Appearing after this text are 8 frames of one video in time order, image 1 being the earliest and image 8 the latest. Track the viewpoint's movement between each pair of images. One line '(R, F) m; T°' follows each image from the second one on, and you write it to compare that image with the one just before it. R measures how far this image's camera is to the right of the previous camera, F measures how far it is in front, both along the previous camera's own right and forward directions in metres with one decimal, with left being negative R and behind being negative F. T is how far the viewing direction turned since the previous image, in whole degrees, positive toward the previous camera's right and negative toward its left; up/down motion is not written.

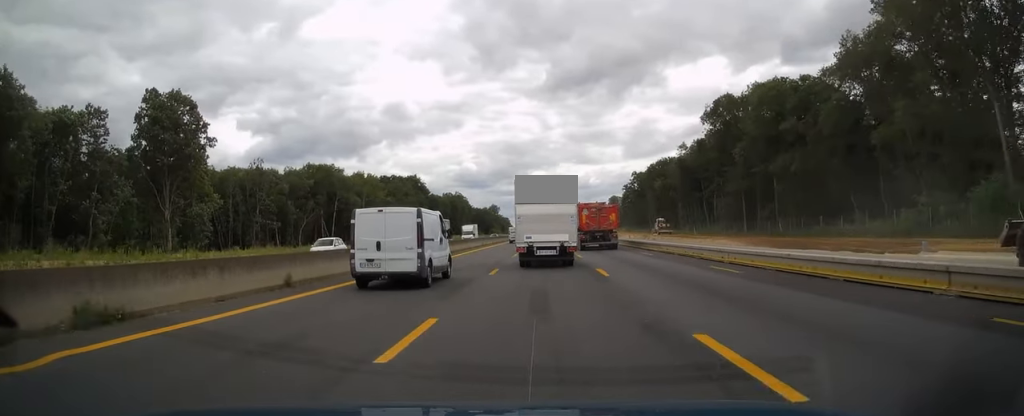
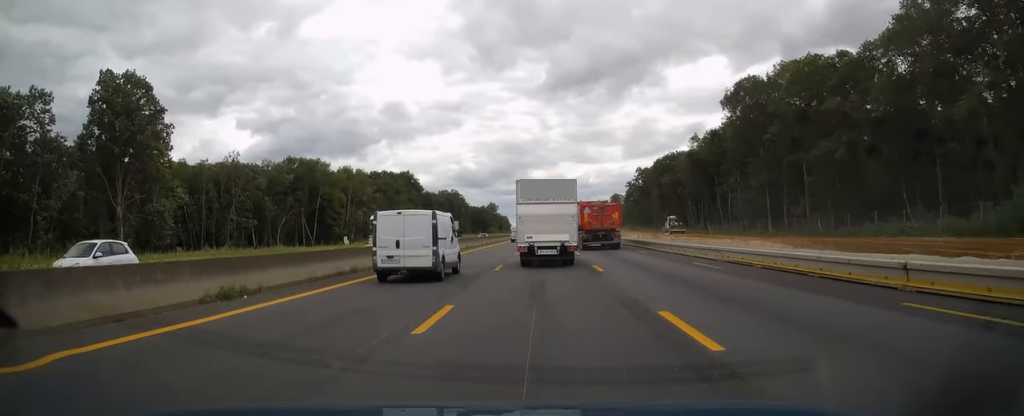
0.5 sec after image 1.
(0.0, +10.9) m; 0°
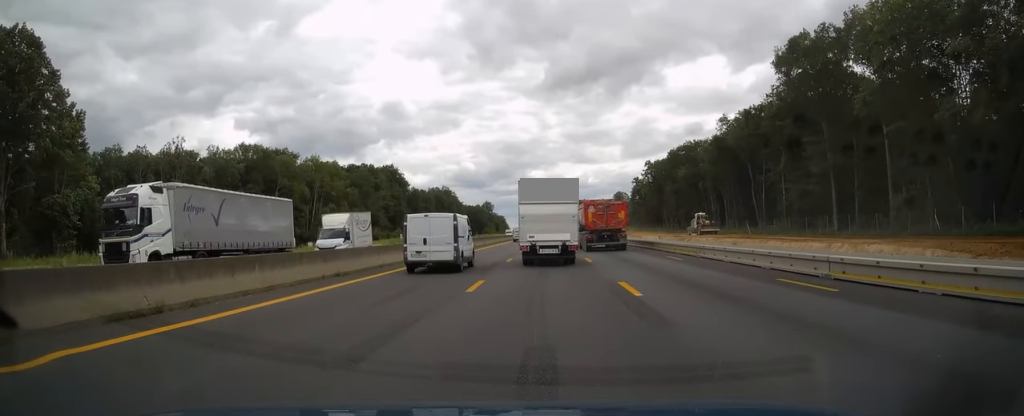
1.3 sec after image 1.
(0.0, +20.8) m; 0°
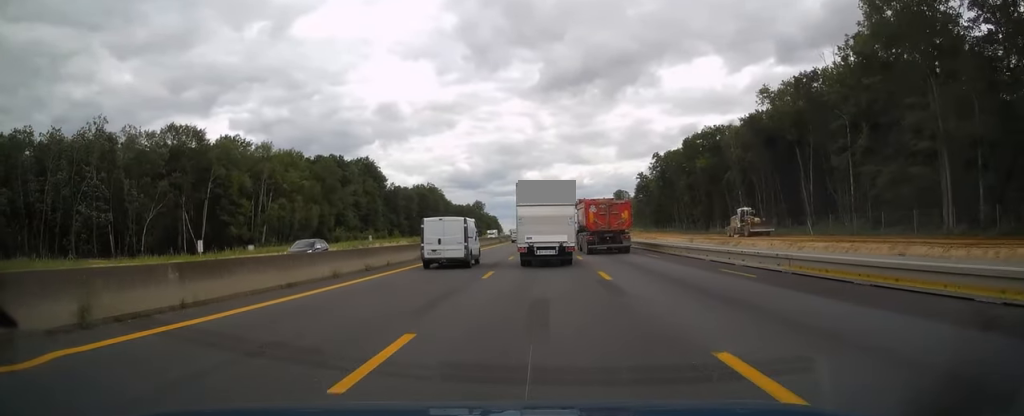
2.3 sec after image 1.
(0.0, +21.6) m; 0°
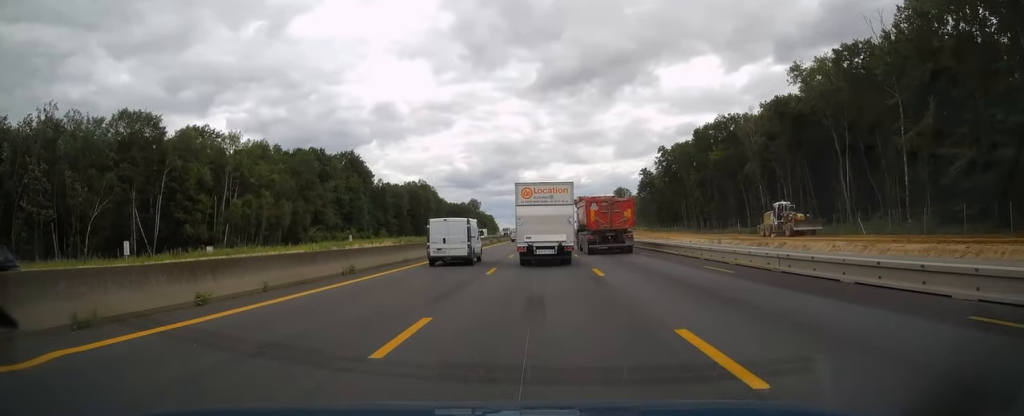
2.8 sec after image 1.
(0.0, +11.5) m; 0°
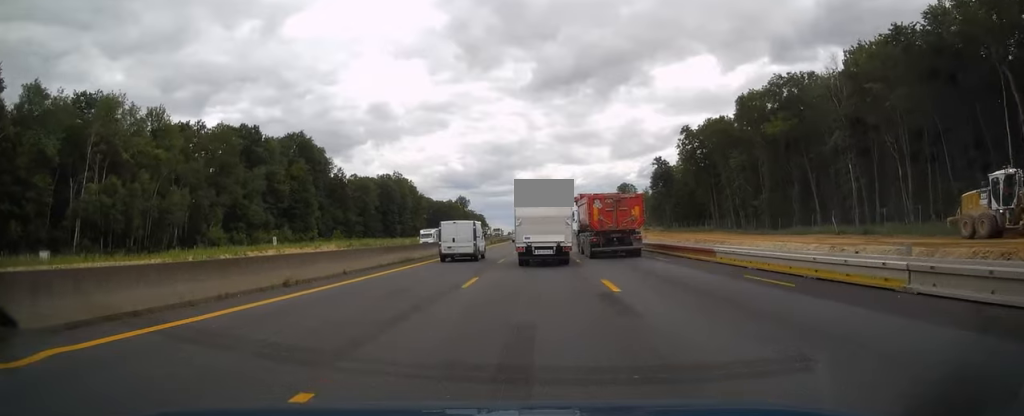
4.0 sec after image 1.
(+0.2, +30.4) m; +1°
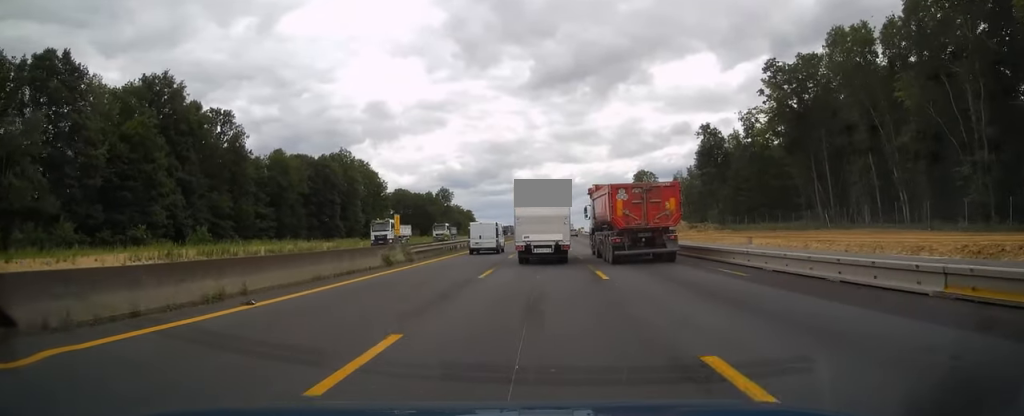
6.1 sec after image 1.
(-0.3, +49.1) m; 0°
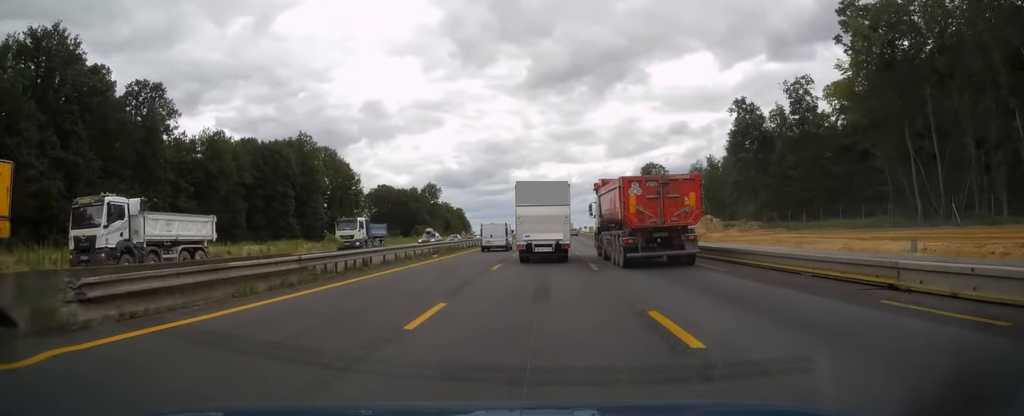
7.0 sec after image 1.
(+0.2, +22.5) m; +1°
